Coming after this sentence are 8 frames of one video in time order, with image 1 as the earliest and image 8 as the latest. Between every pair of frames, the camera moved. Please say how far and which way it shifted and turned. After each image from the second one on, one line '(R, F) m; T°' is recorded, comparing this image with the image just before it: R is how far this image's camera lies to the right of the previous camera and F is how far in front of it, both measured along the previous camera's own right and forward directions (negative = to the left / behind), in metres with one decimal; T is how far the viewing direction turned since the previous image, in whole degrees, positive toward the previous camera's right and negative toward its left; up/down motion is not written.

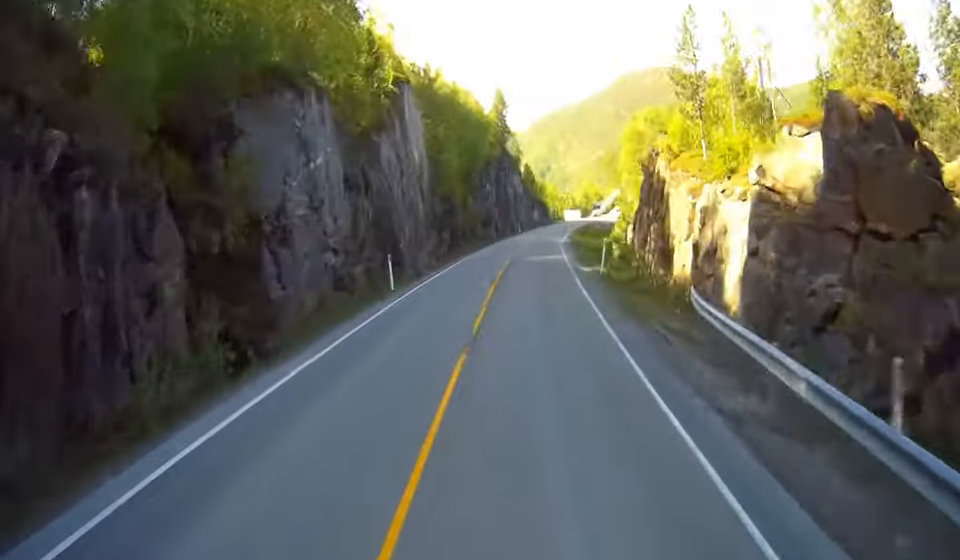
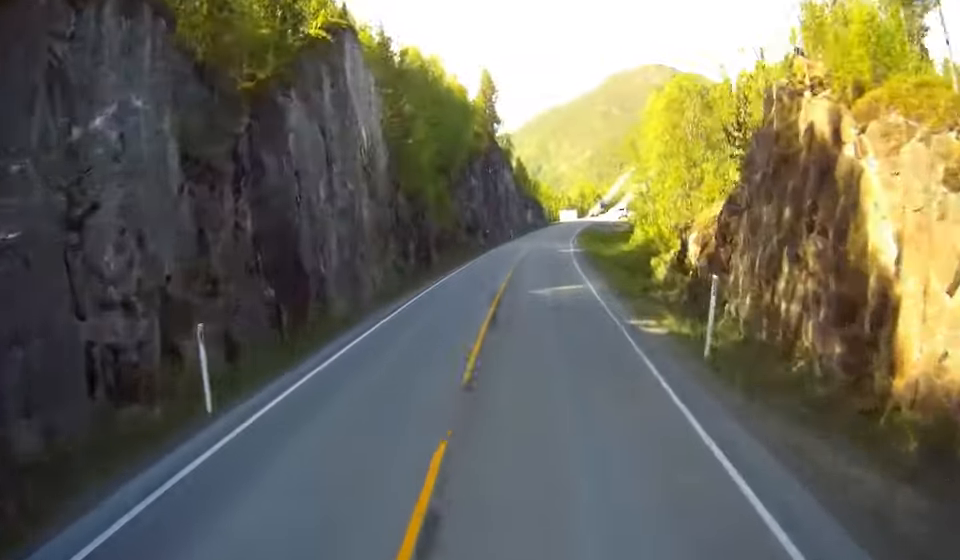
(+0.2, +16.6) m; +1°
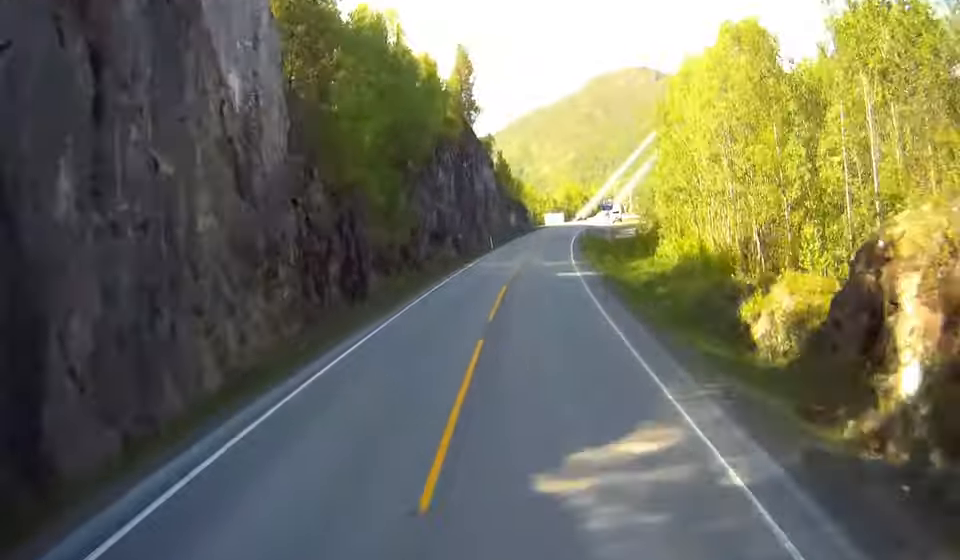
(+0.1, +16.7) m; +1°
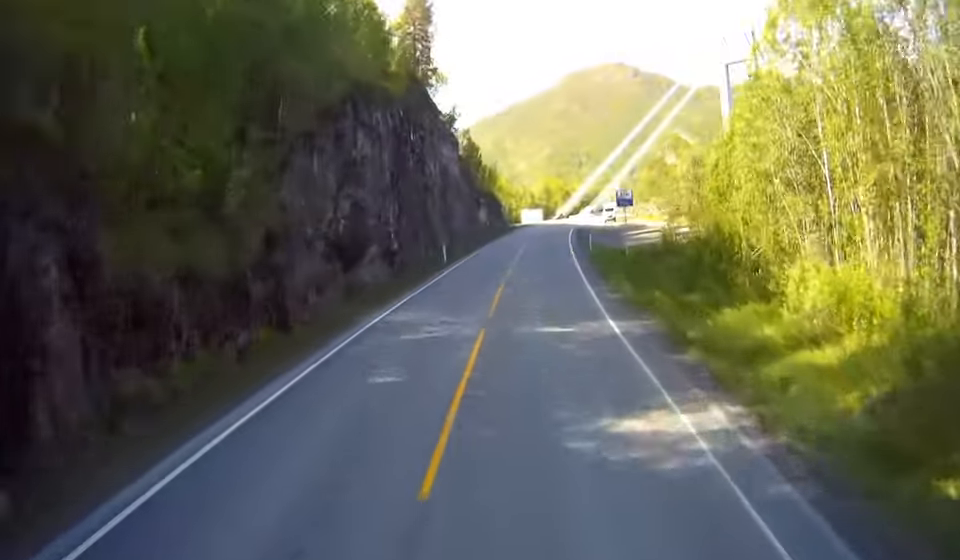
(+0.2, +23.7) m; +4°
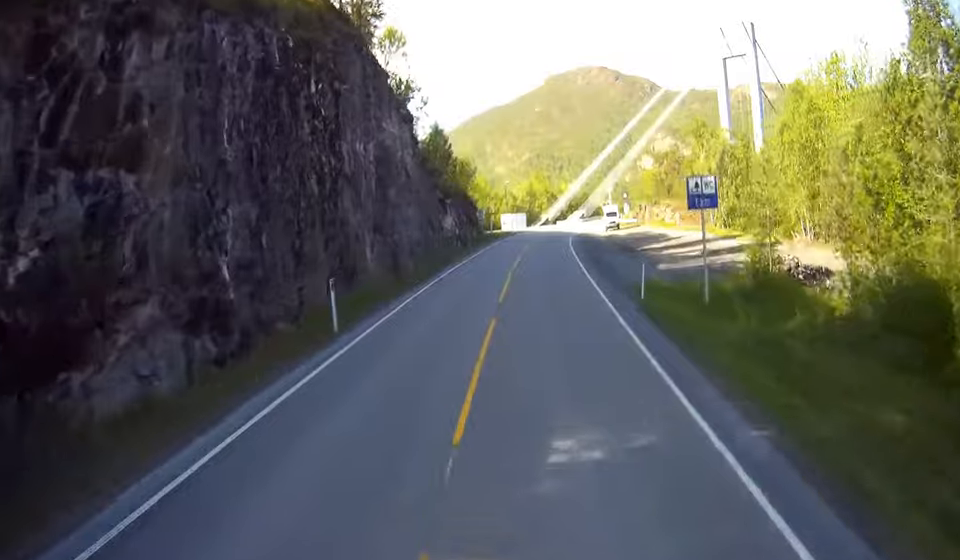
(+1.1, +22.1) m; +7°
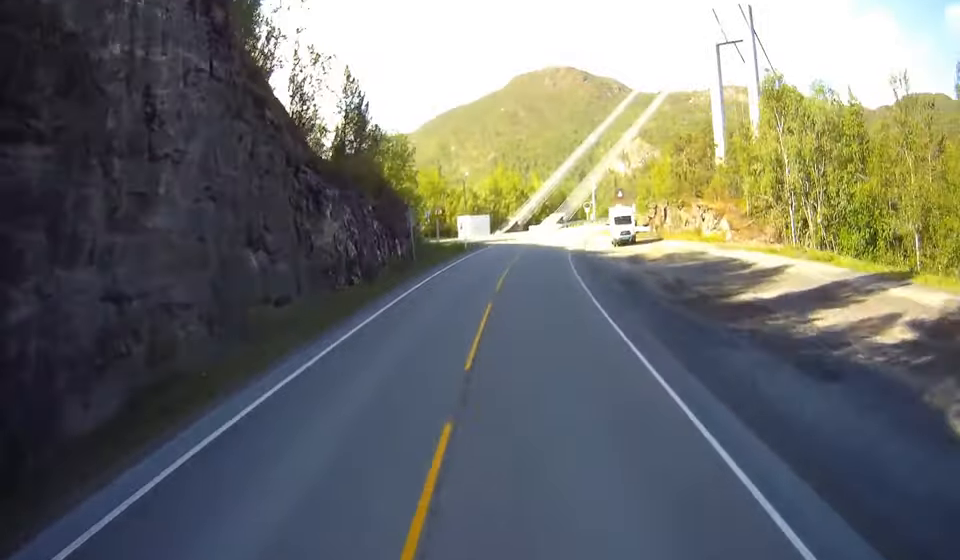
(+2.6, +32.0) m; +5°
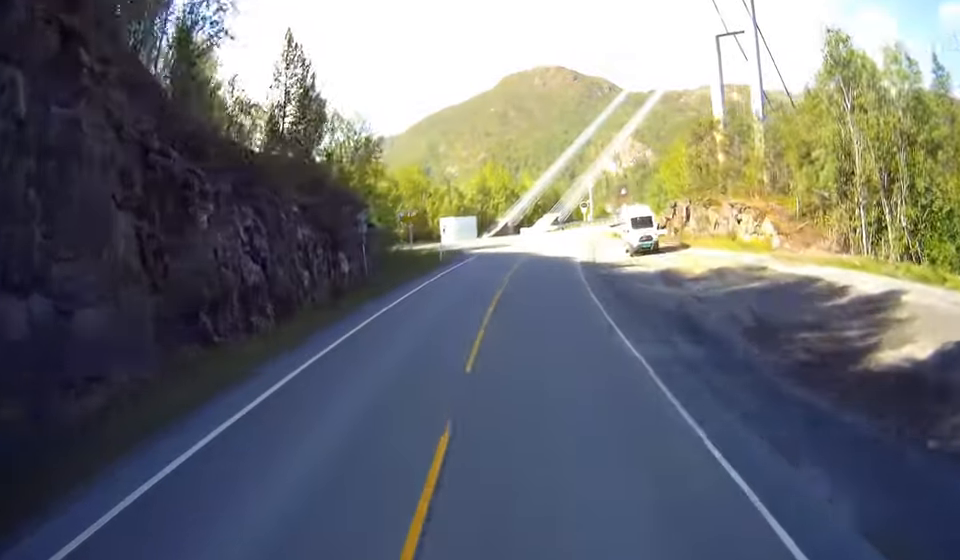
(0.0, +12.2) m; 0°
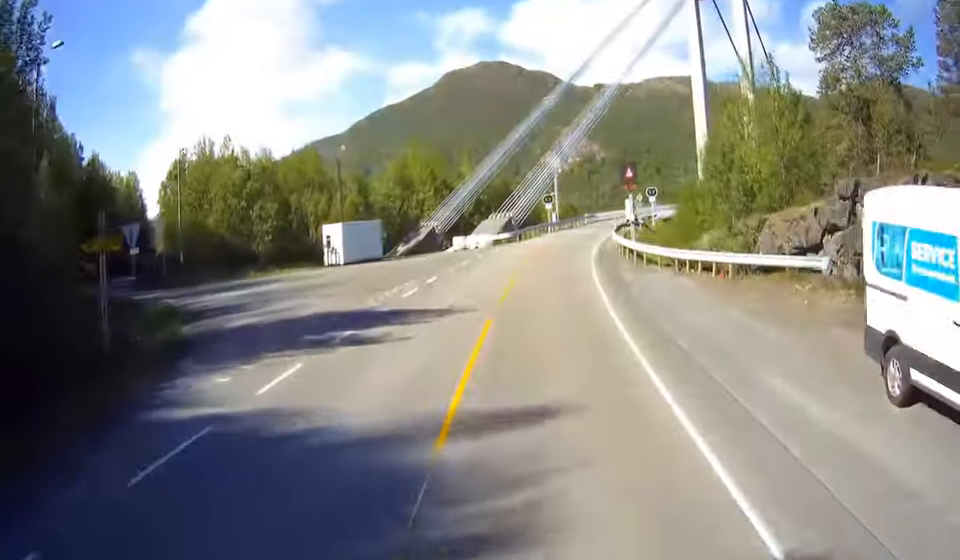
(0.0, +38.7) m; 0°
